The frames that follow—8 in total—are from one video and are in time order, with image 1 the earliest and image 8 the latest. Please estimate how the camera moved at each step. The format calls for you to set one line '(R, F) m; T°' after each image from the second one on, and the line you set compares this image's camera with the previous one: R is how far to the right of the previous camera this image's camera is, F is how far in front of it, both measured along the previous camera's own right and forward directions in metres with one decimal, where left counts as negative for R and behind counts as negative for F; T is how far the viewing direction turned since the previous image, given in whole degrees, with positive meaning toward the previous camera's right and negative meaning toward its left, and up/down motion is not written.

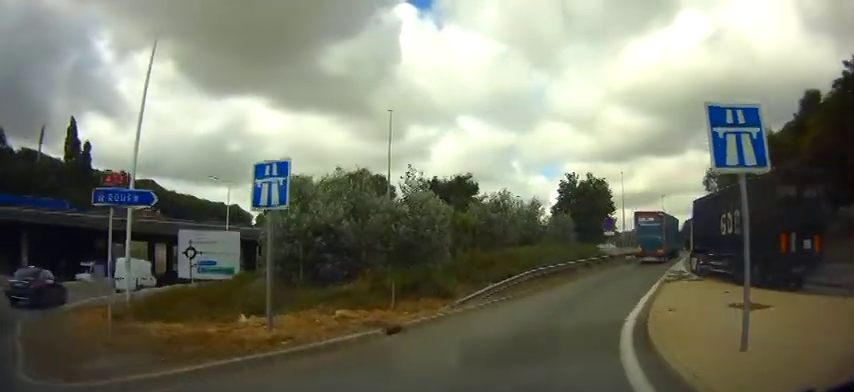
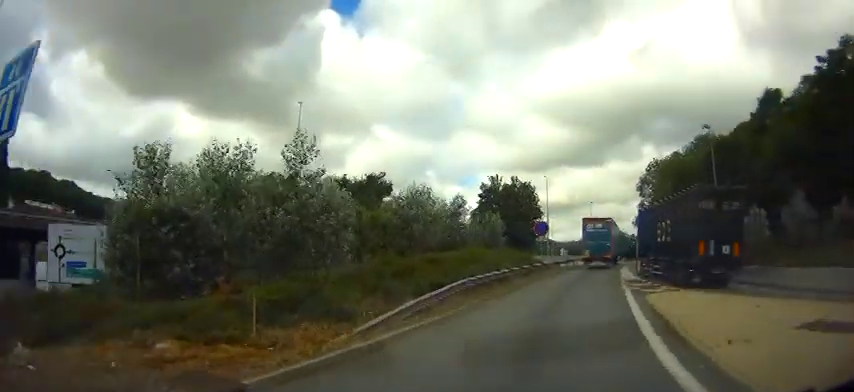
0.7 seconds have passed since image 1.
(+0.5, +5.6) m; +5°
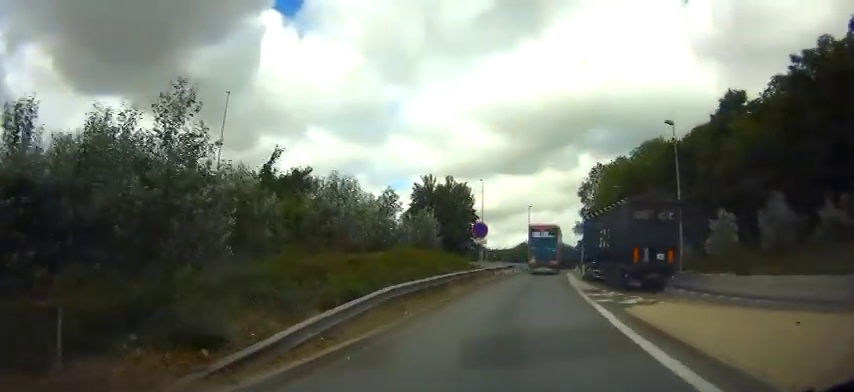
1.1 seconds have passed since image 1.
(0.0, +3.8) m; 0°
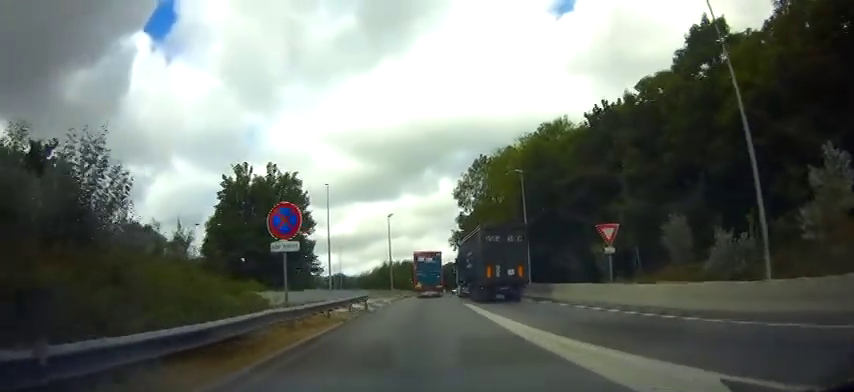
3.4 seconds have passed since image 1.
(0.0, +21.4) m; 0°
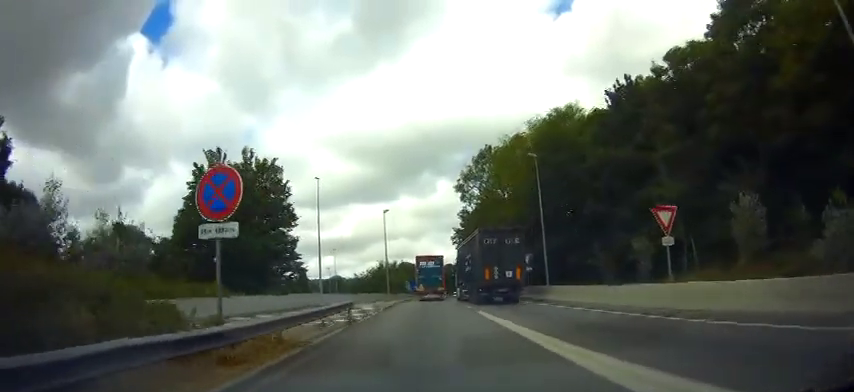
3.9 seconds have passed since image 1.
(0.0, +5.7) m; 0°
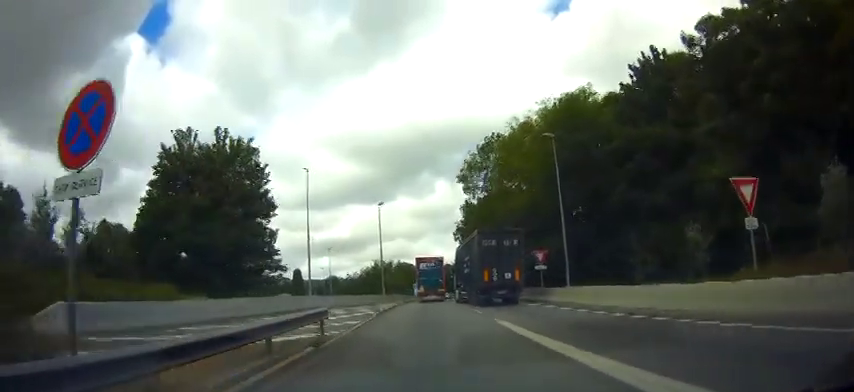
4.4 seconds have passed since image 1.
(0.0, +4.7) m; 0°
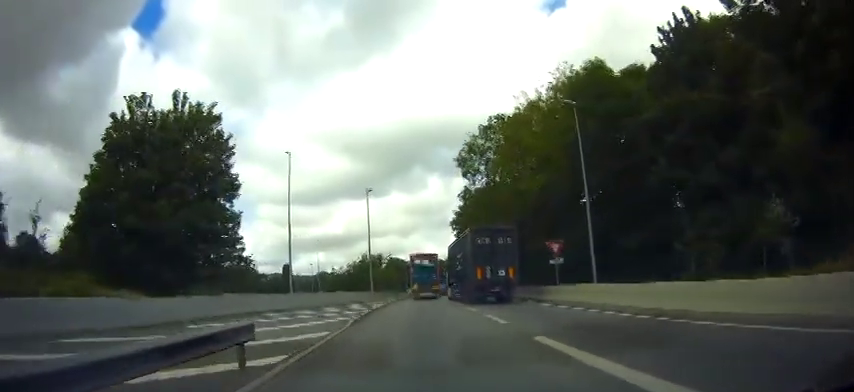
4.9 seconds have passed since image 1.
(0.0, +4.7) m; 0°
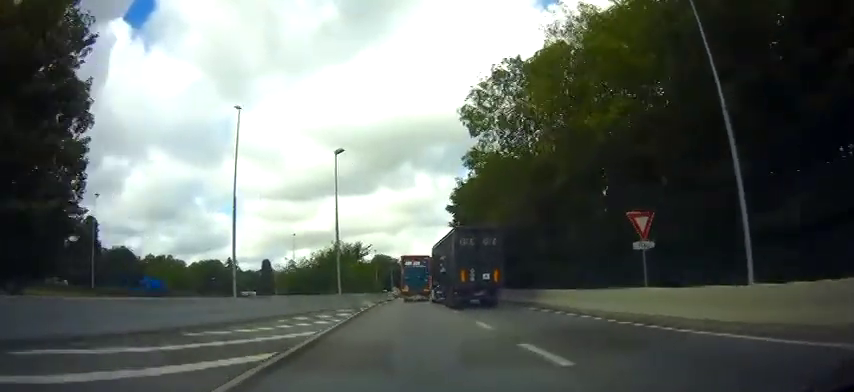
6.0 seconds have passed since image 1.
(0.0, +12.3) m; +2°
